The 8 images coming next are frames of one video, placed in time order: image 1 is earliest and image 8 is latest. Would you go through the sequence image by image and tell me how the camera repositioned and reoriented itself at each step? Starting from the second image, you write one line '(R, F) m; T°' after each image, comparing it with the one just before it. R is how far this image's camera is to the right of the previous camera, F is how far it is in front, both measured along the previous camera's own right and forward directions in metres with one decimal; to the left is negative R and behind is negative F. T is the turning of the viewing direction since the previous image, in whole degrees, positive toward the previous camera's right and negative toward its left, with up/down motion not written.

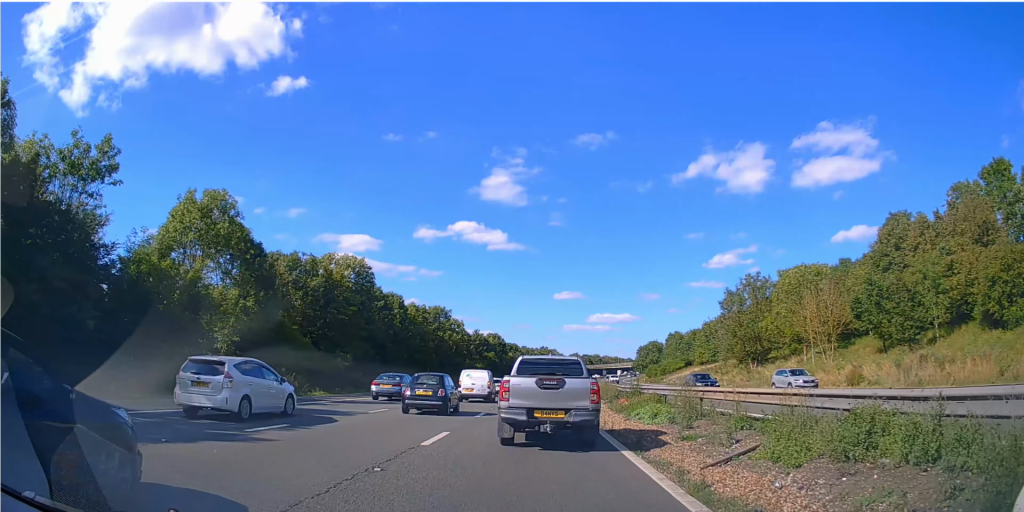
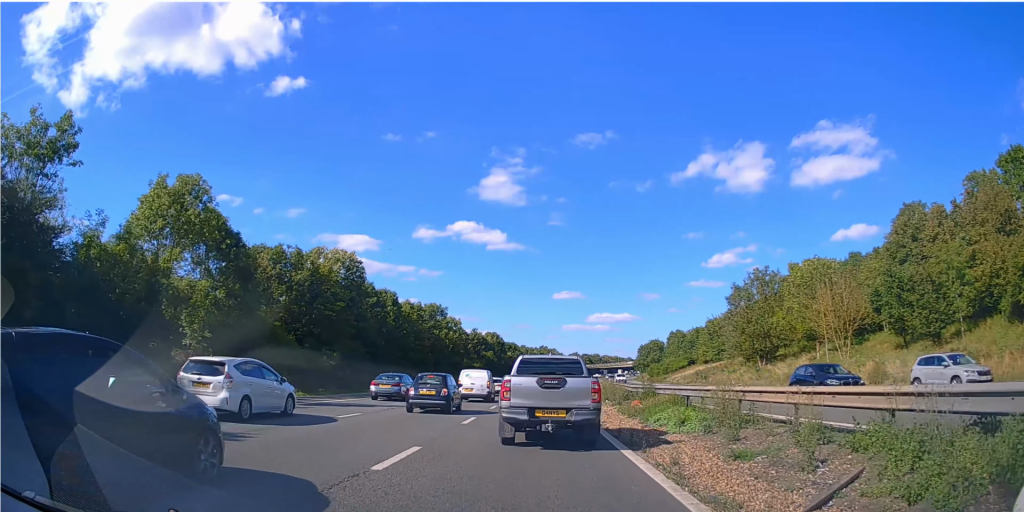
(0.0, +3.4) m; 0°
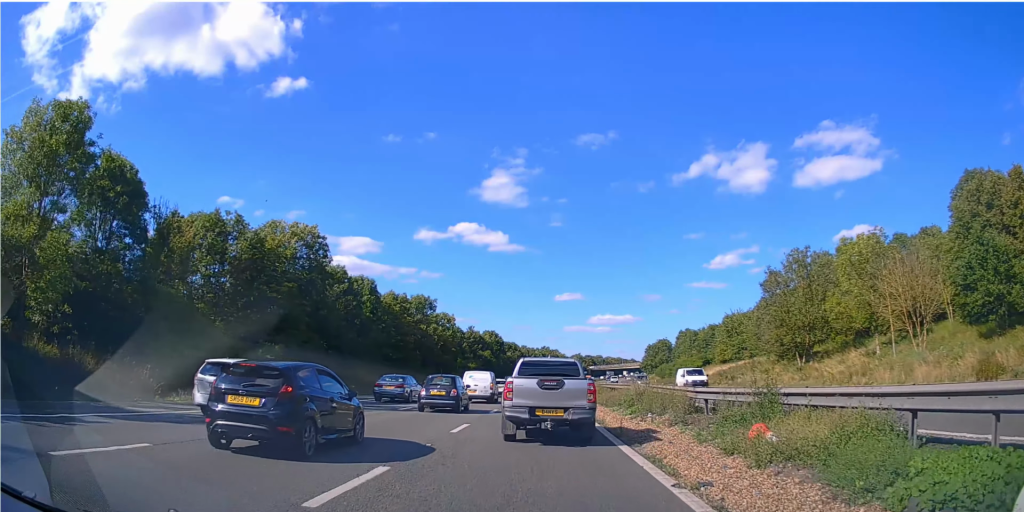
(-0.1, +10.5) m; -1°
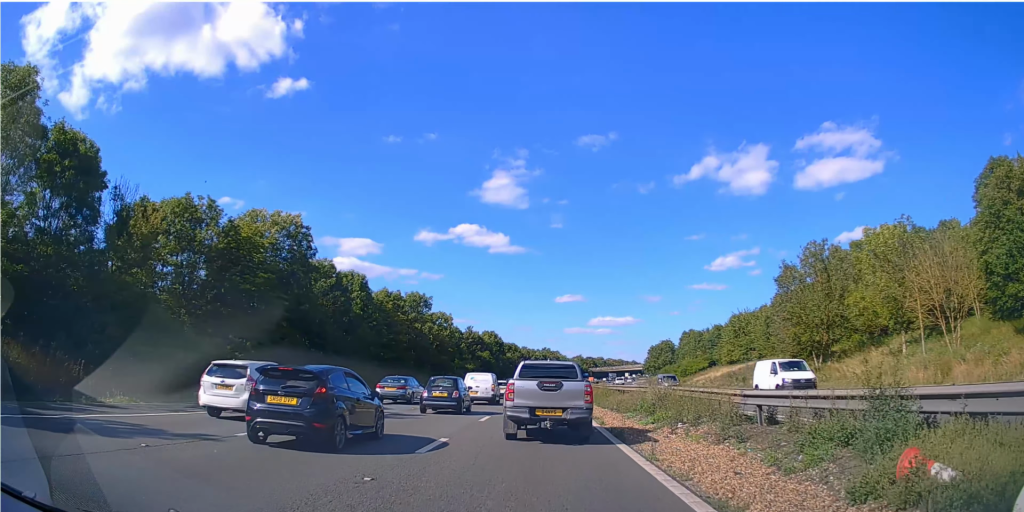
(0.0, +3.3) m; 0°
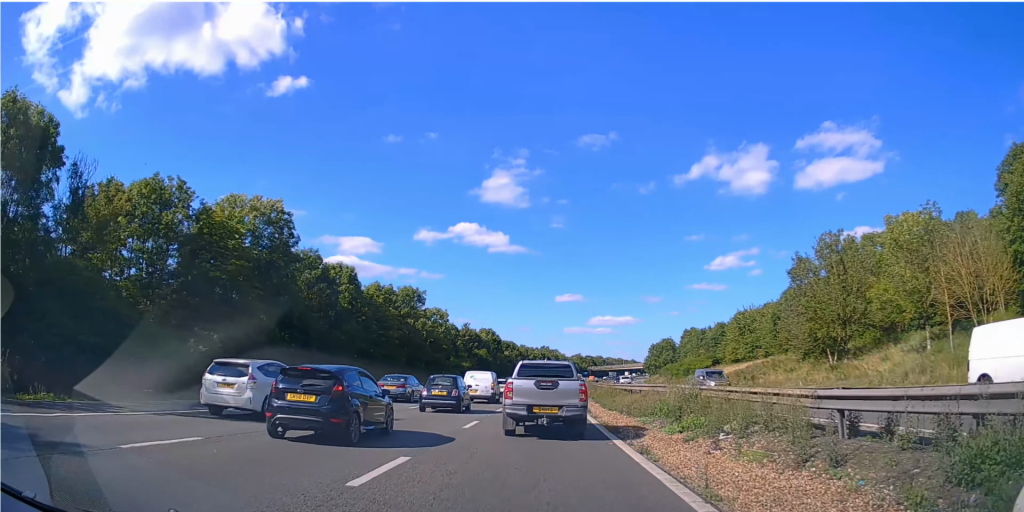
(0.0, +2.7) m; 0°
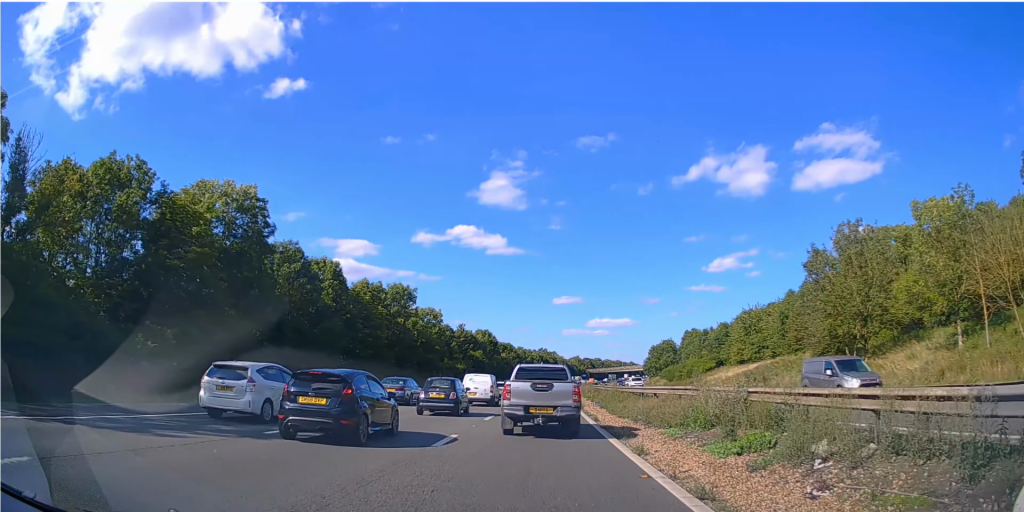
(0.0, +3.1) m; +1°
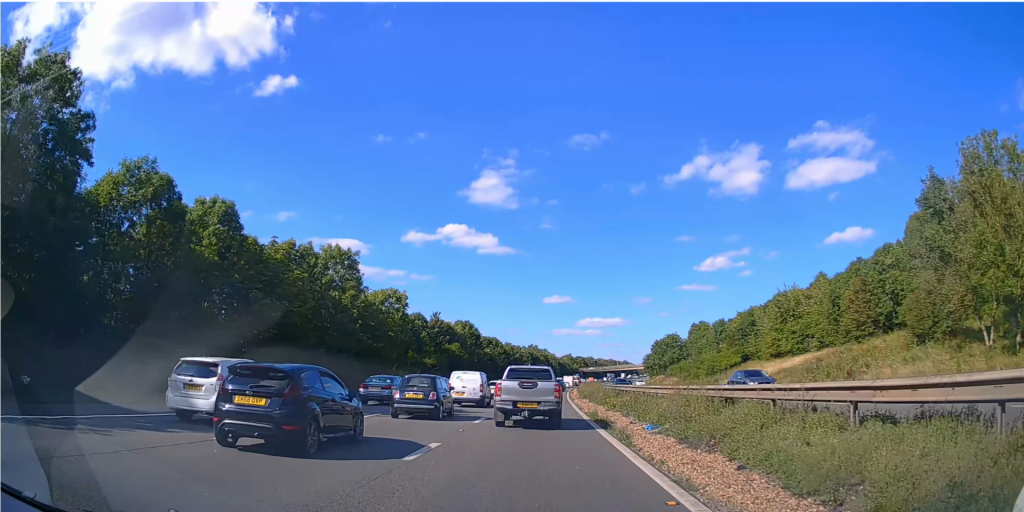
(+0.3, +17.7) m; +1°
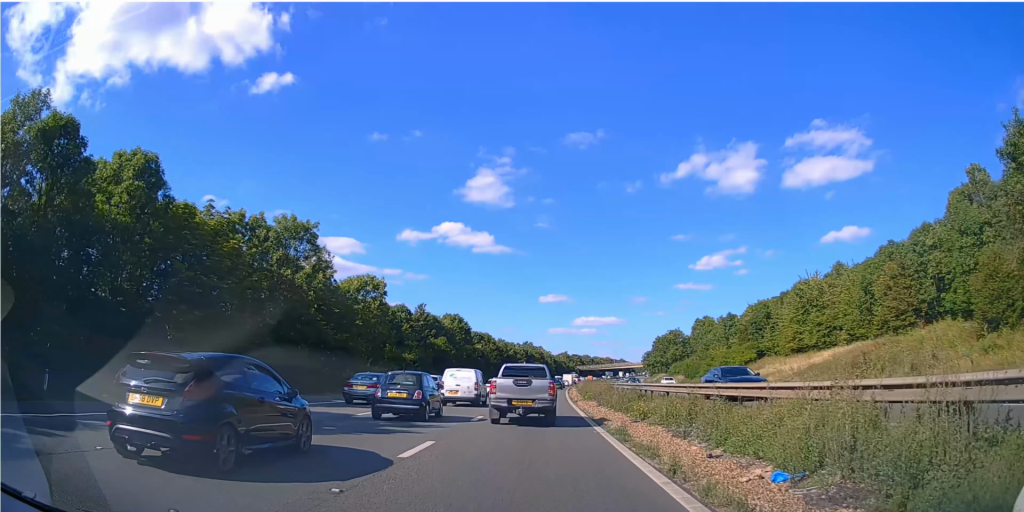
(0.0, +9.2) m; 0°
